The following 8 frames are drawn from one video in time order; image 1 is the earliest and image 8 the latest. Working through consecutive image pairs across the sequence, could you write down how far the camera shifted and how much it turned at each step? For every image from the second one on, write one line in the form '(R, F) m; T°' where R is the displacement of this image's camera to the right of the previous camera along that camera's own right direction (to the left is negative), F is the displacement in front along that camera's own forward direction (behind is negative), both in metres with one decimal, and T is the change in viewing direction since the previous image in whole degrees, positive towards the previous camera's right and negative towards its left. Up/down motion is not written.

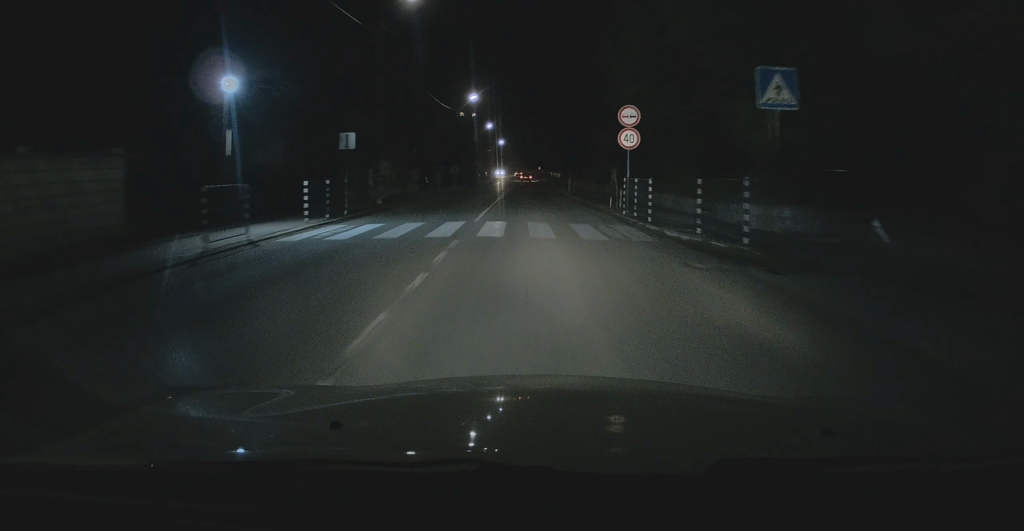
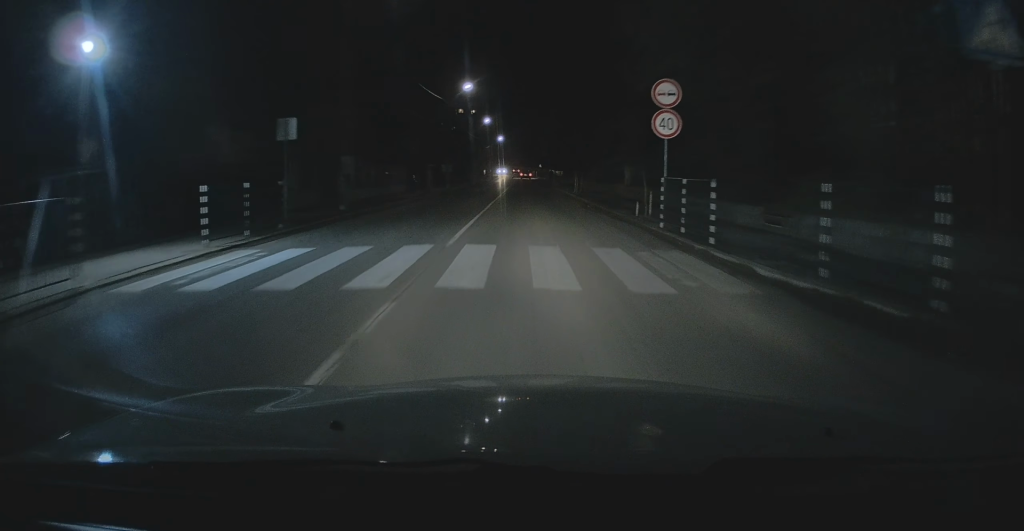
(-0.1, +5.4) m; -1°
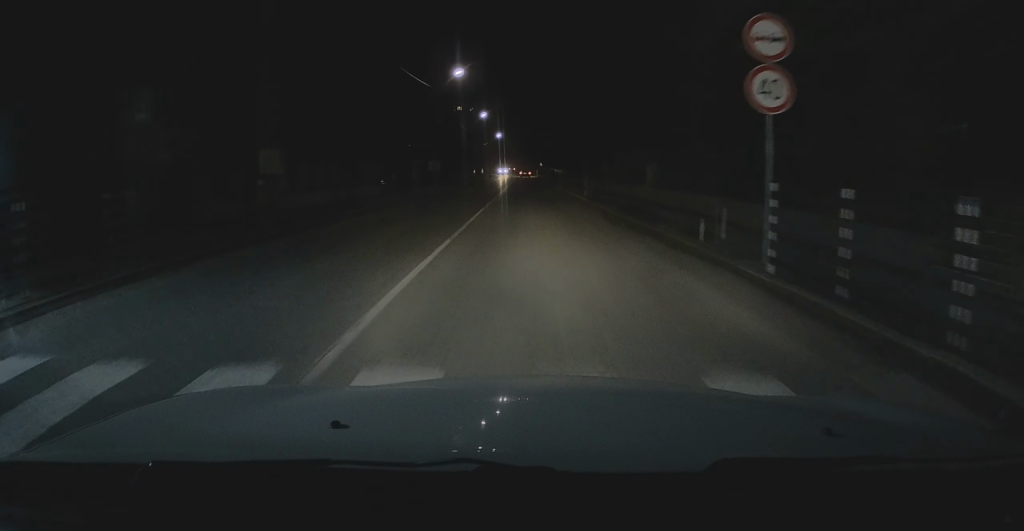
(-0.2, +6.8) m; -2°
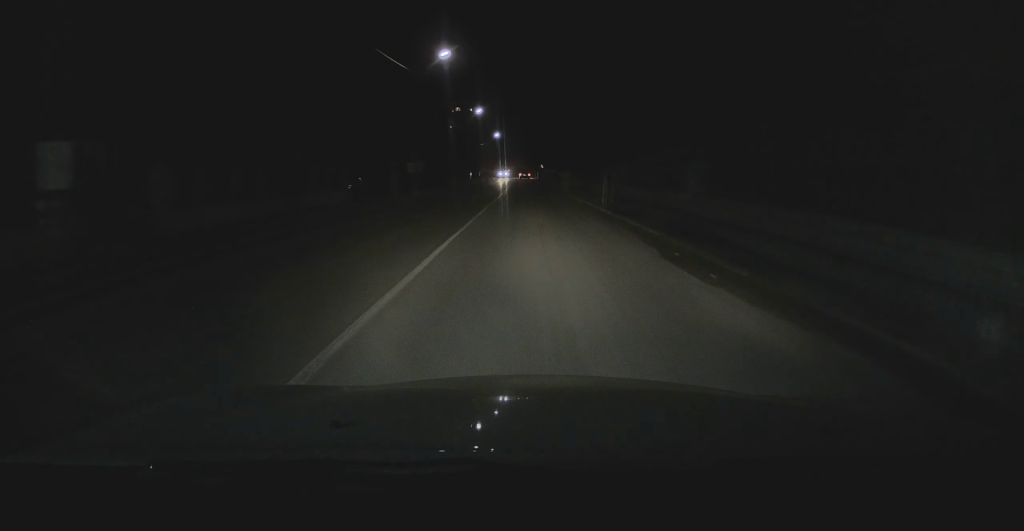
(0.0, +8.0) m; 0°
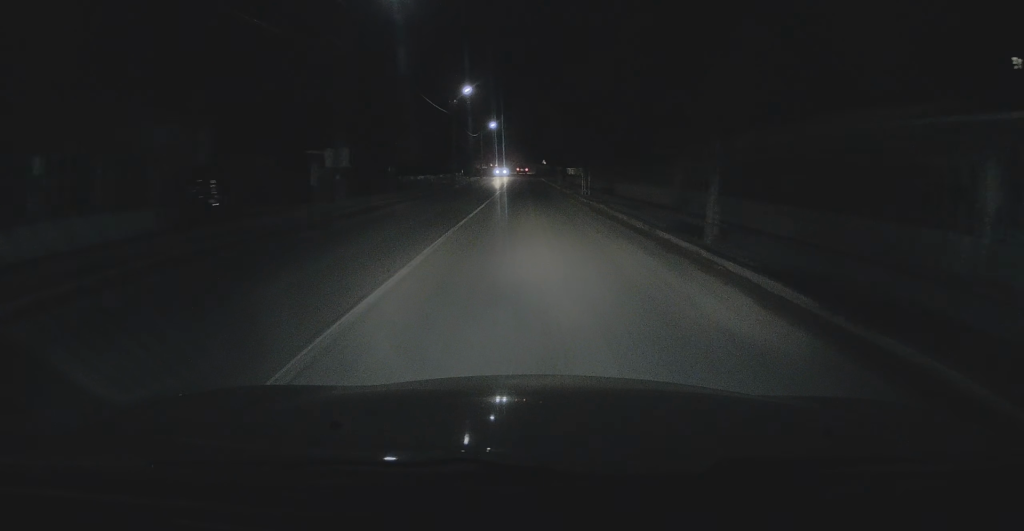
(0.0, +14.5) m; 0°
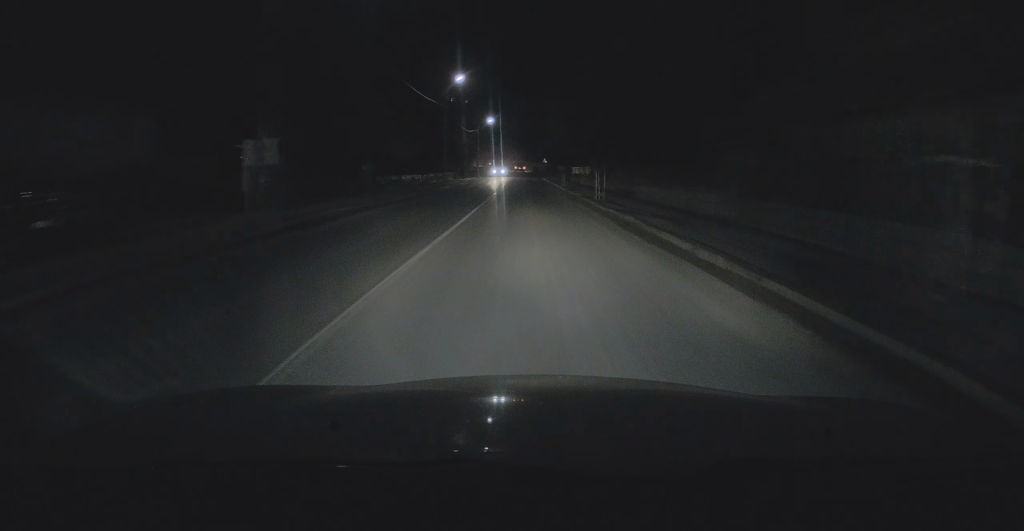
(0.0, +6.8) m; 0°
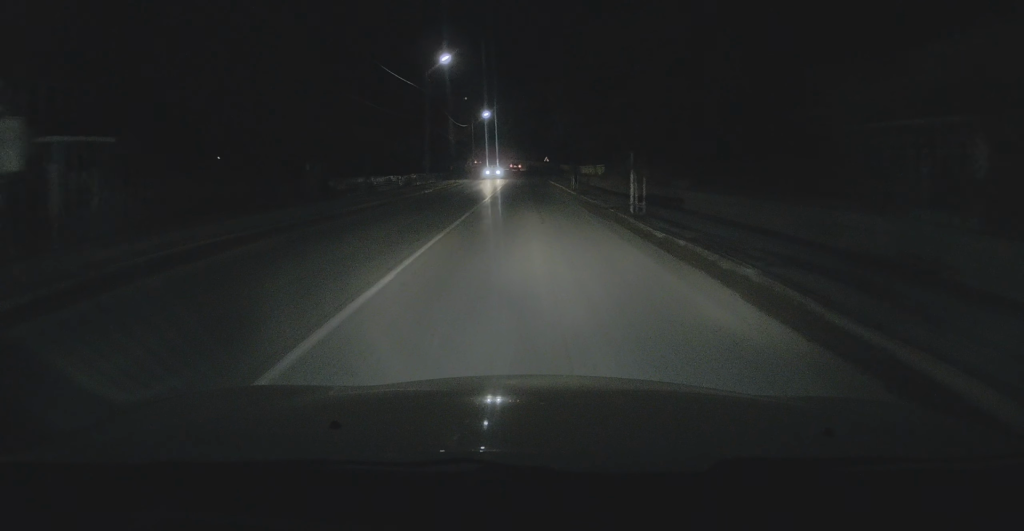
(0.0, +8.4) m; +1°
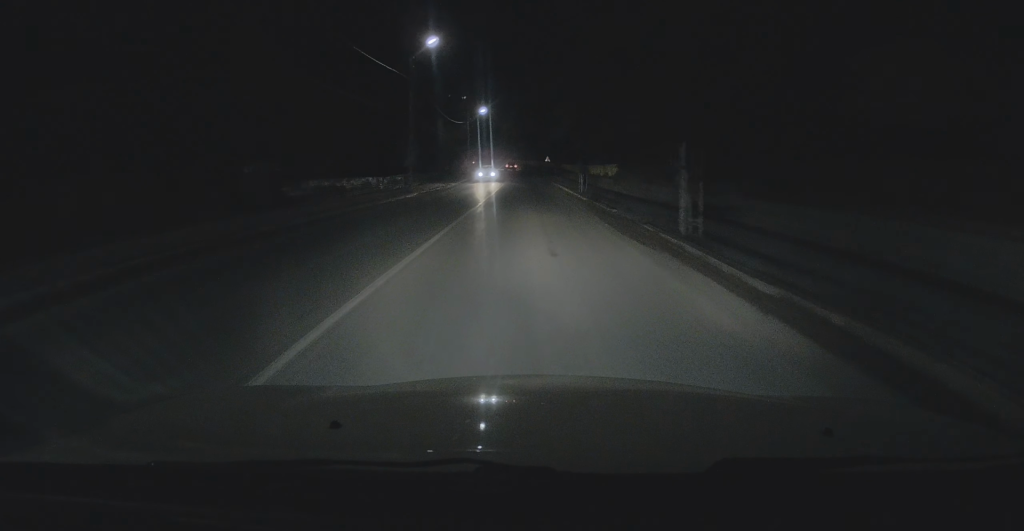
(-0.1, +5.7) m; +1°
